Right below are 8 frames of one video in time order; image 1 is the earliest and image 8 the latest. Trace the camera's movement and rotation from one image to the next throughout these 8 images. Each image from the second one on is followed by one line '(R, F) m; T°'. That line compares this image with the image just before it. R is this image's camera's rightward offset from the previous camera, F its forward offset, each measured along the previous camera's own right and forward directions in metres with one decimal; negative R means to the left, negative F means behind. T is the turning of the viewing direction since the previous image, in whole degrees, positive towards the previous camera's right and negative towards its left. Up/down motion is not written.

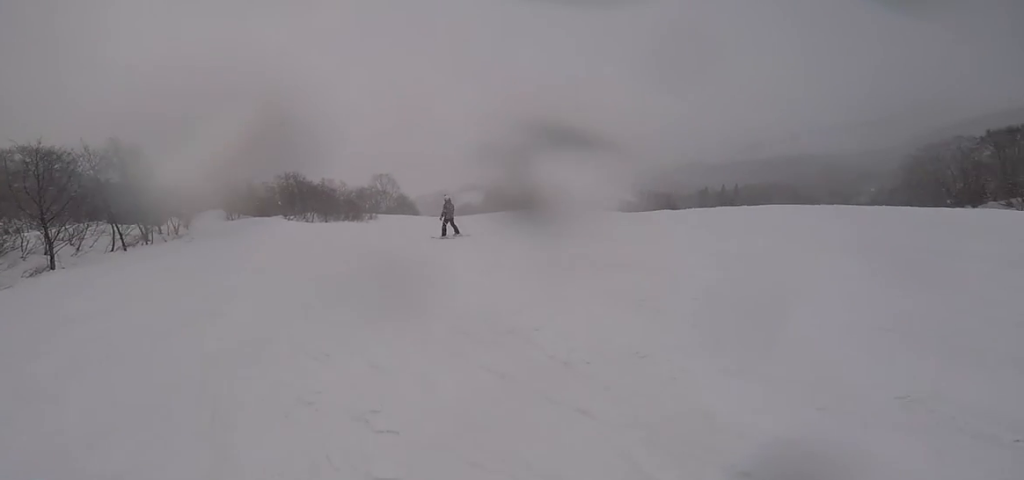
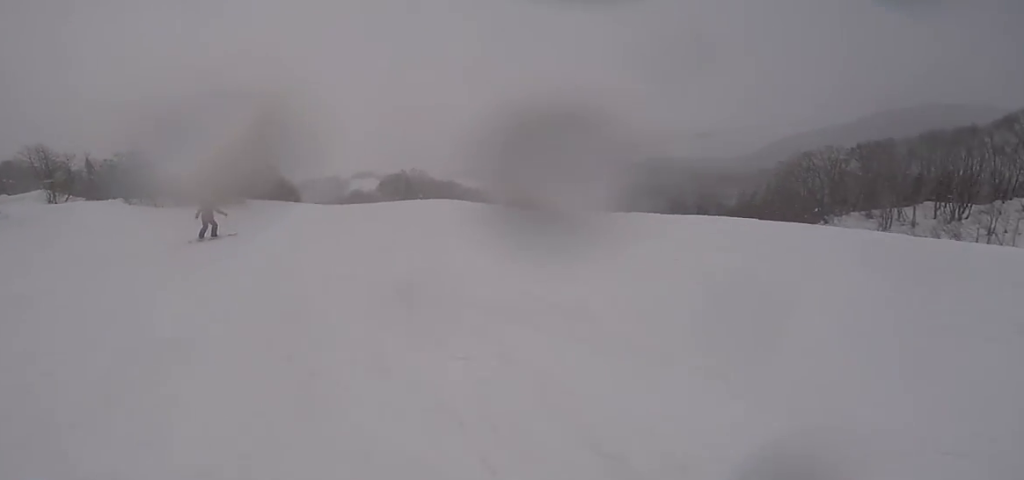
(+0.8, +7.3) m; +1°
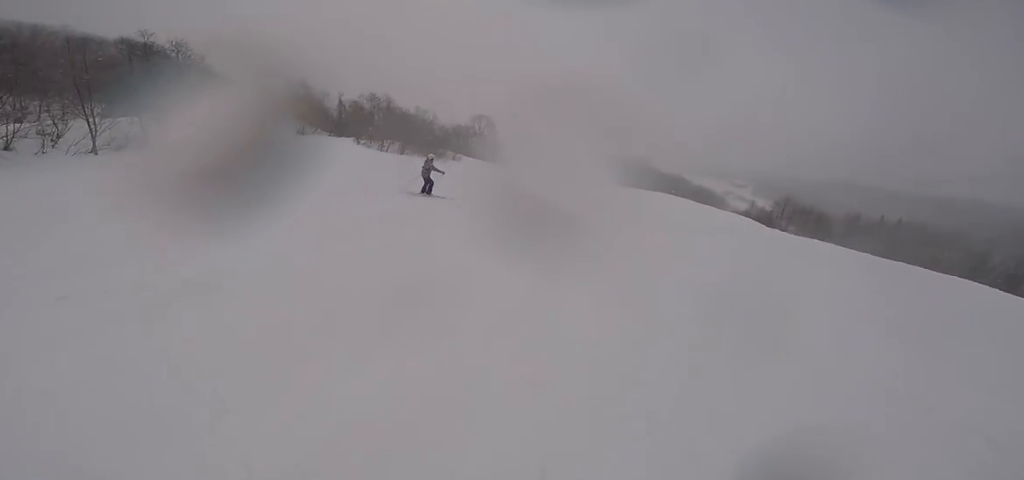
(-0.3, +5.7) m; -3°
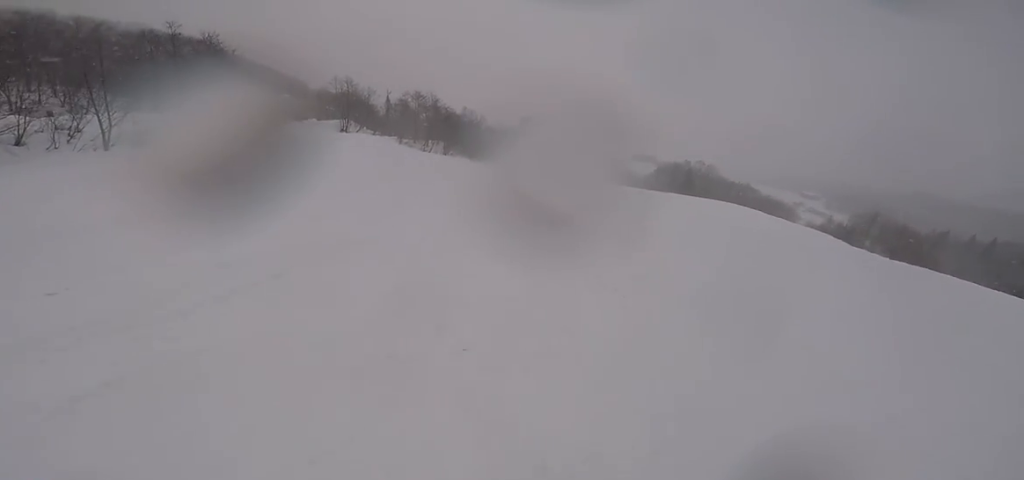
(0.0, +4.3) m; -5°
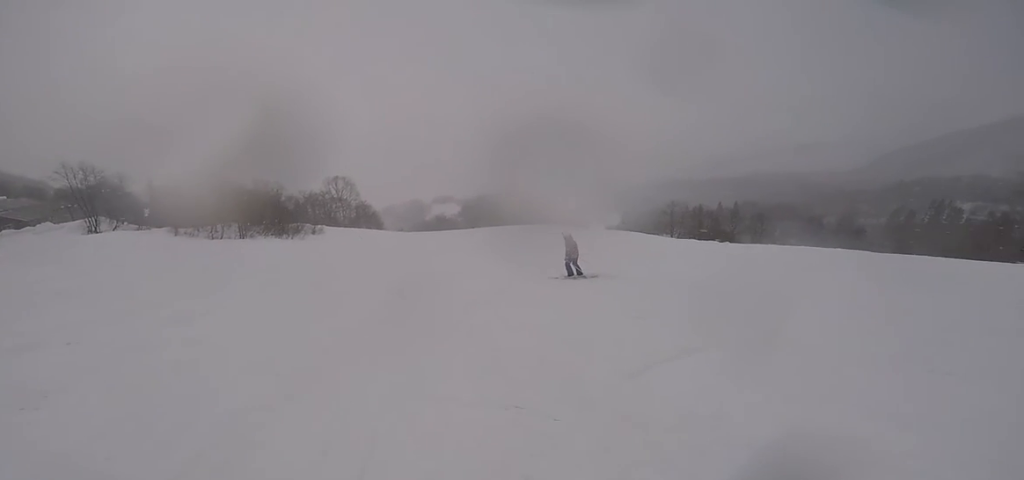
(-1.8, +9.6) m; -3°
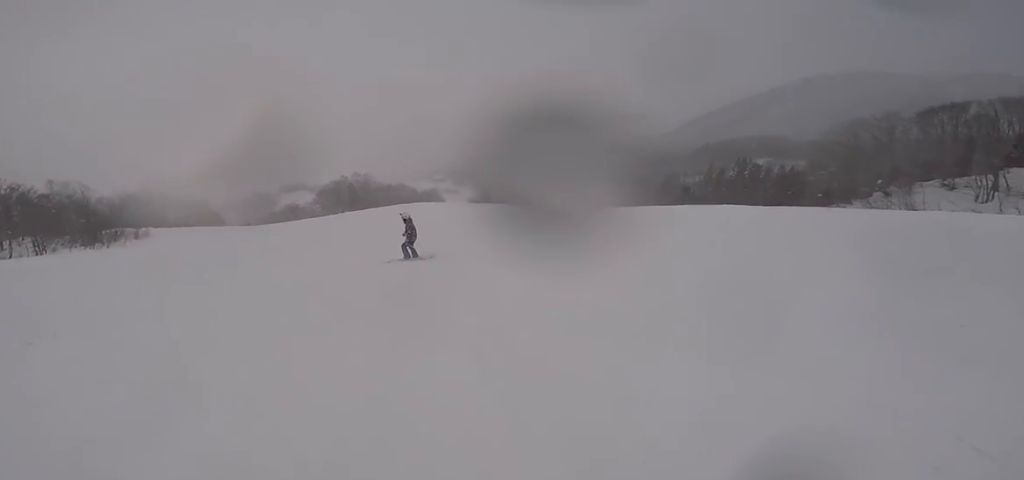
(+0.9, +4.8) m; +26°
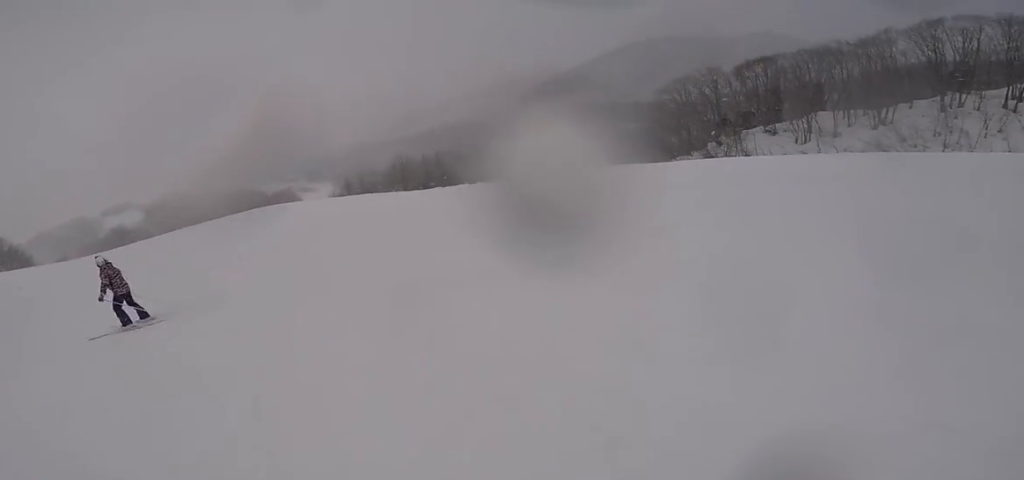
(+1.4, +4.8) m; +13°
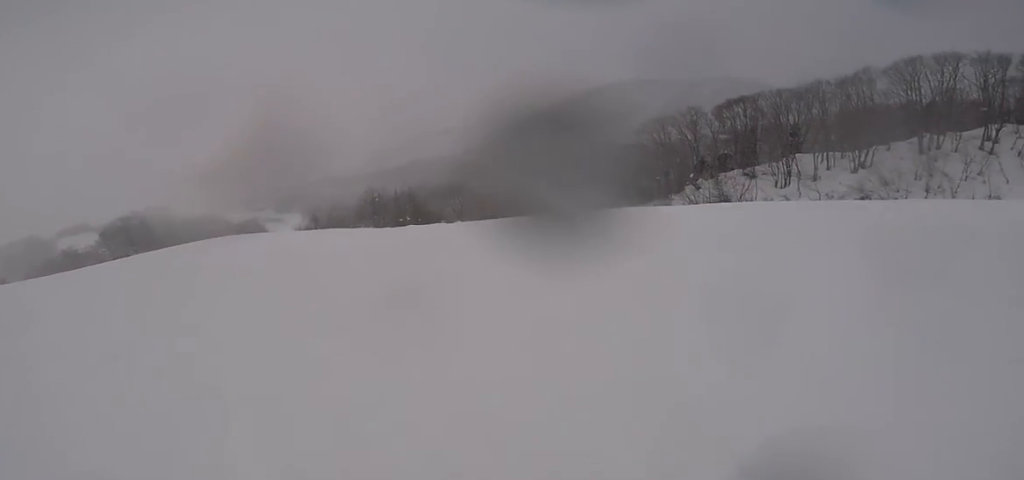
(+0.4, +5.0) m; +1°
